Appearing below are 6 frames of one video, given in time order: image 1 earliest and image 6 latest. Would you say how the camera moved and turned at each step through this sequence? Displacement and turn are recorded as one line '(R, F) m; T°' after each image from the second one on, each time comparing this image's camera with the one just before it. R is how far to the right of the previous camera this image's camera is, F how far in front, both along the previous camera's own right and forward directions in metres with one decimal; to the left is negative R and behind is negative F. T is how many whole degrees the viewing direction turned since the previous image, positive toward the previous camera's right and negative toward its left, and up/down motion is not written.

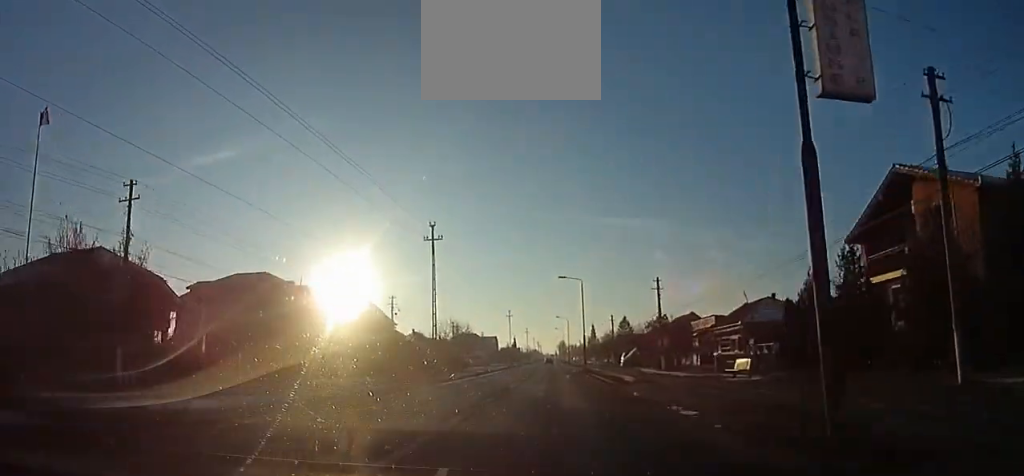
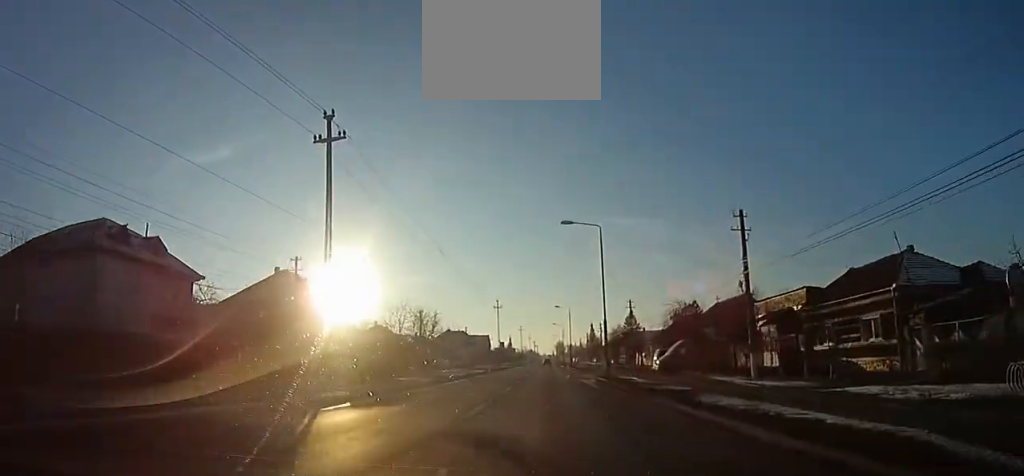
(+0.1, +20.3) m; -2°
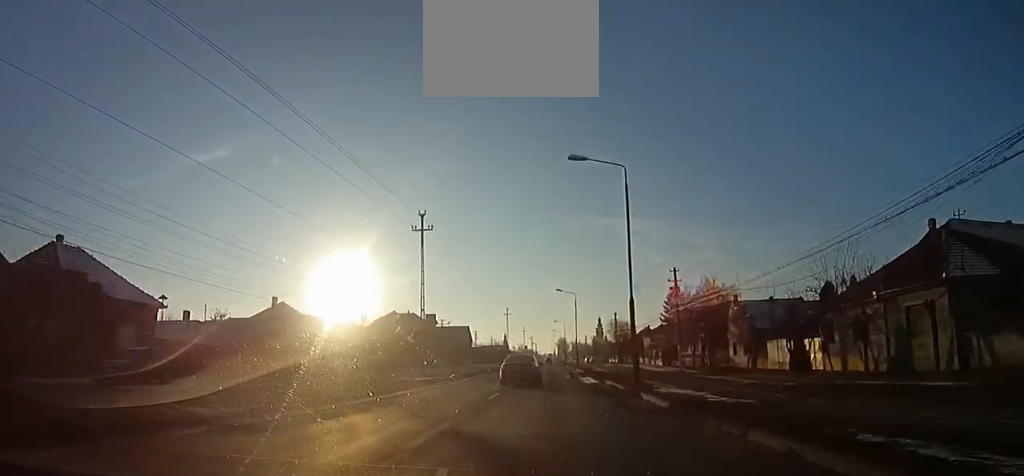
(-0.9, +56.8) m; -1°
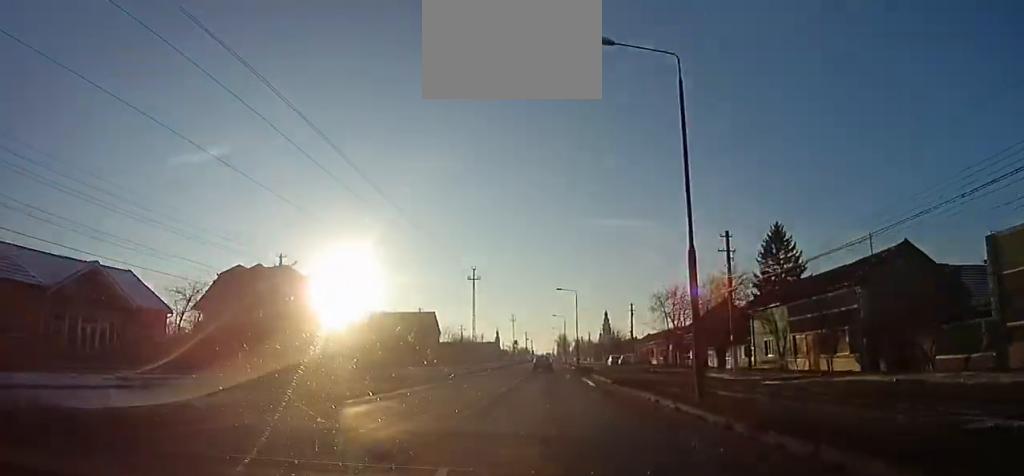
(0.0, +49.0) m; +1°
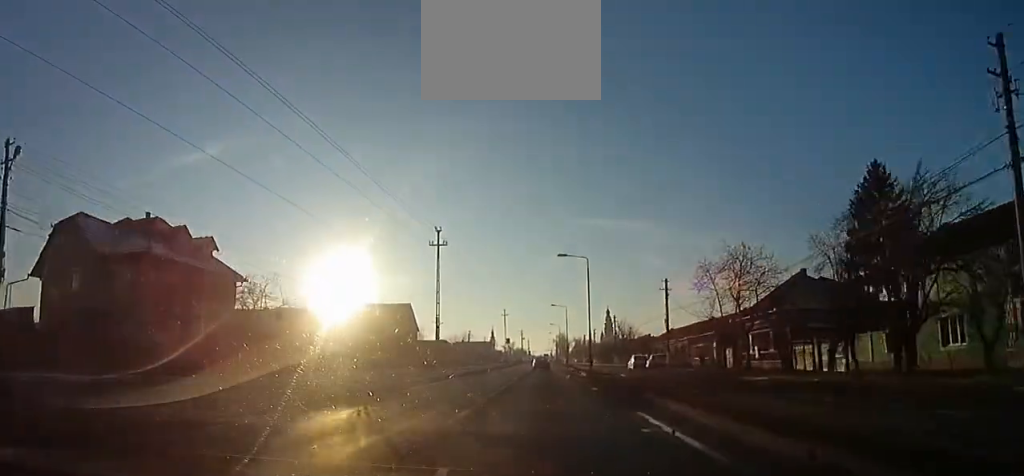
(+0.6, +19.9) m; 0°
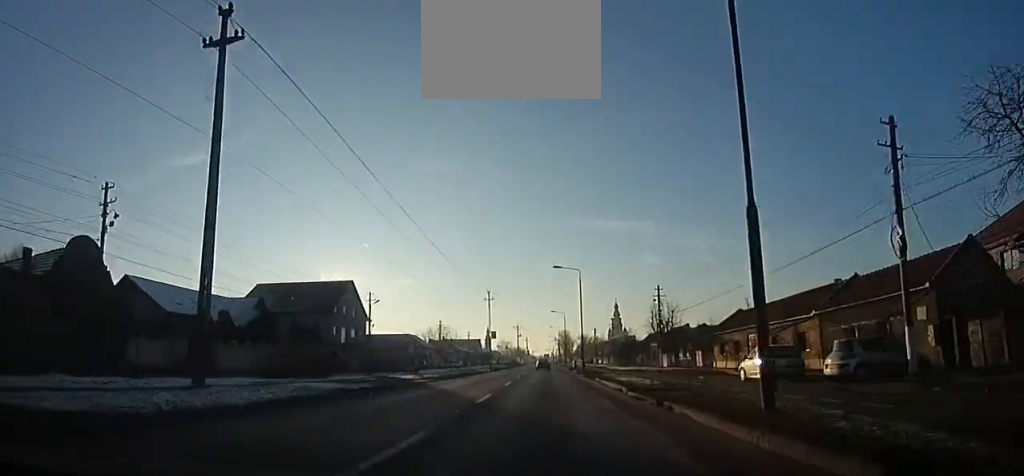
(-1.1, +32.0) m; 0°
